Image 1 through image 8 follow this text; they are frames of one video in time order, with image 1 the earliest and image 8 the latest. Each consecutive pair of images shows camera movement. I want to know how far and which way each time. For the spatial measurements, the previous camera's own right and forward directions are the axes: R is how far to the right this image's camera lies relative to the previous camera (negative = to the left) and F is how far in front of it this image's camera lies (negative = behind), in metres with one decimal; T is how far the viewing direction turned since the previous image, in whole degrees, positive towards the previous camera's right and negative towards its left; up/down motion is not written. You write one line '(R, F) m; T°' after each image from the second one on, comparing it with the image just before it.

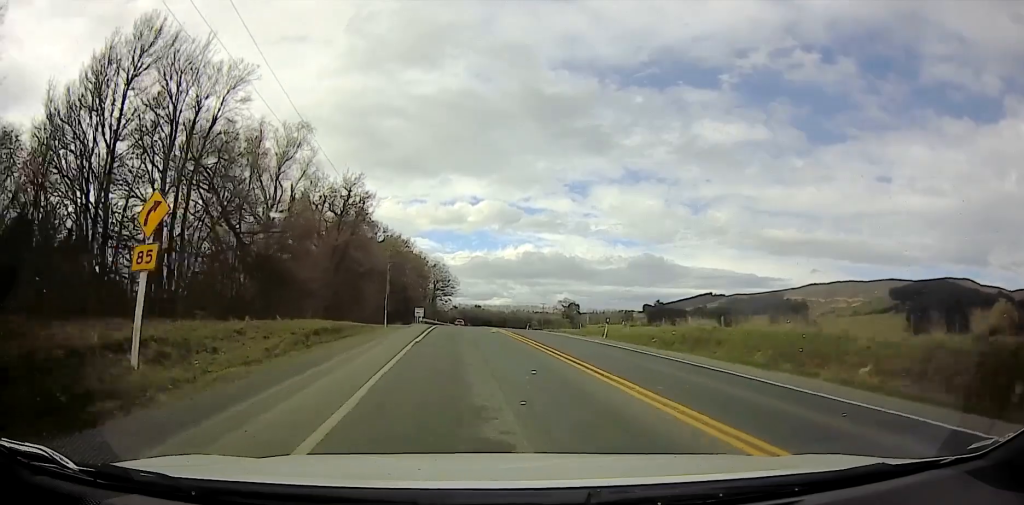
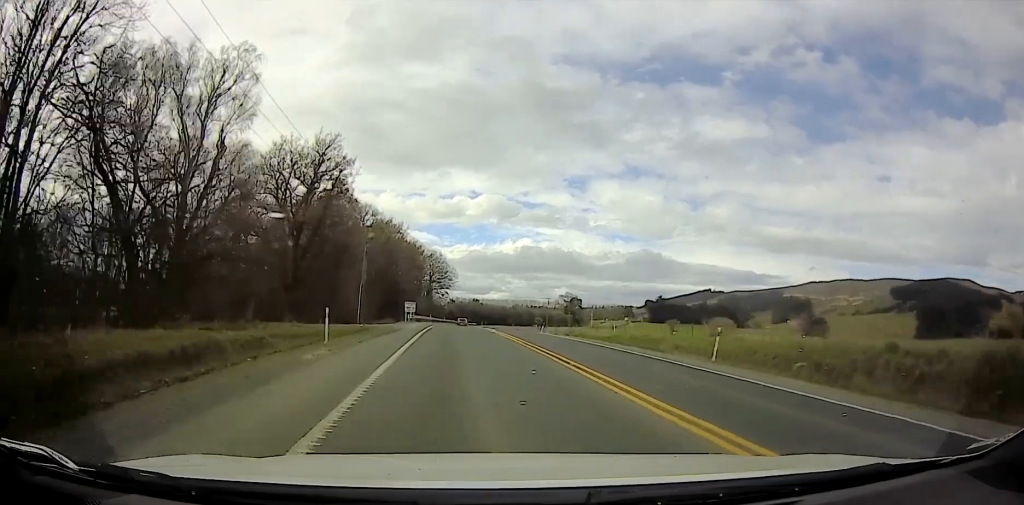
(+0.1, +21.8) m; 0°
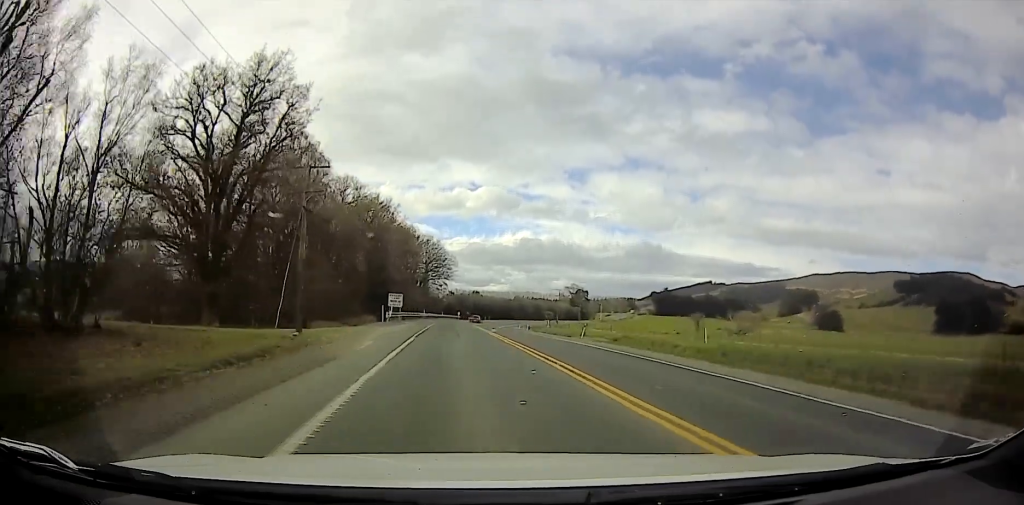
(0.0, +29.4) m; 0°
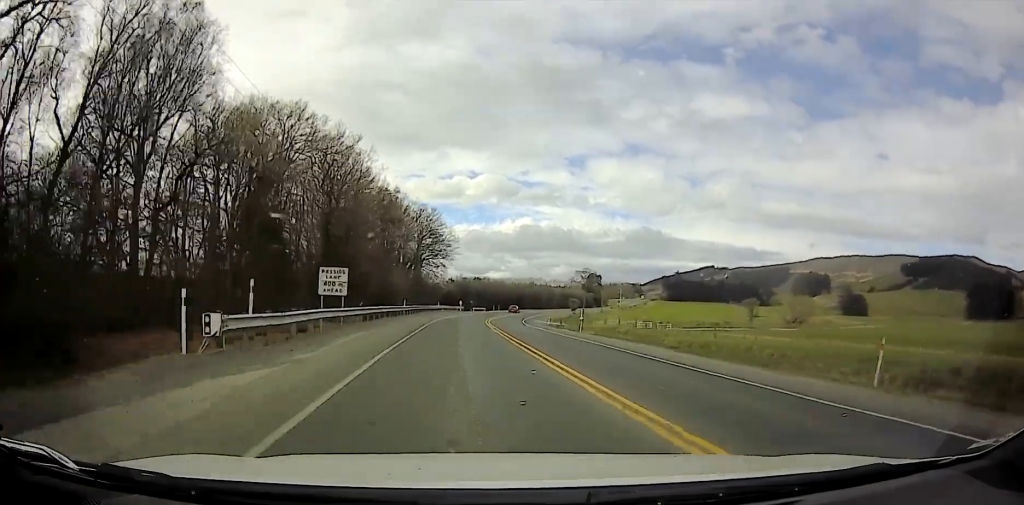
(-0.2, +43.1) m; -1°
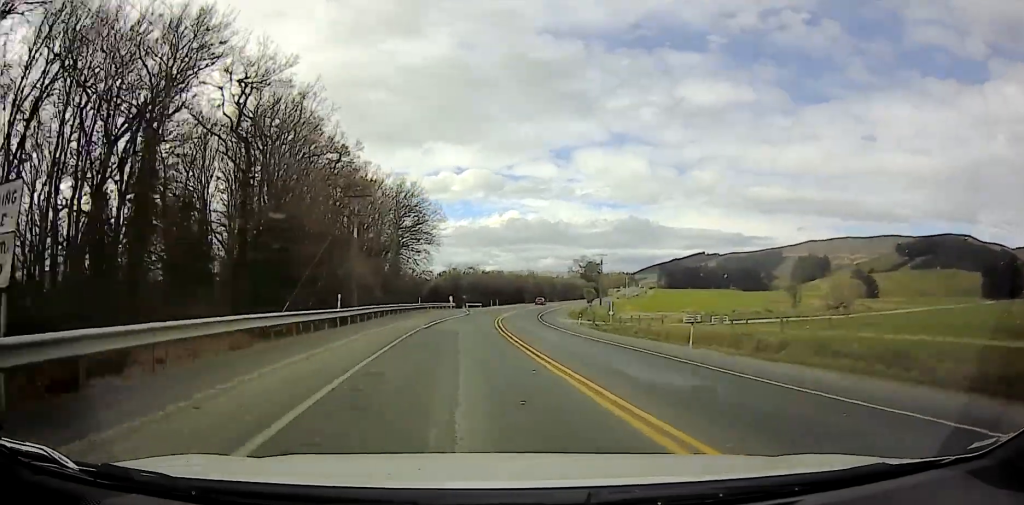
(-0.4, +26.6) m; 0°
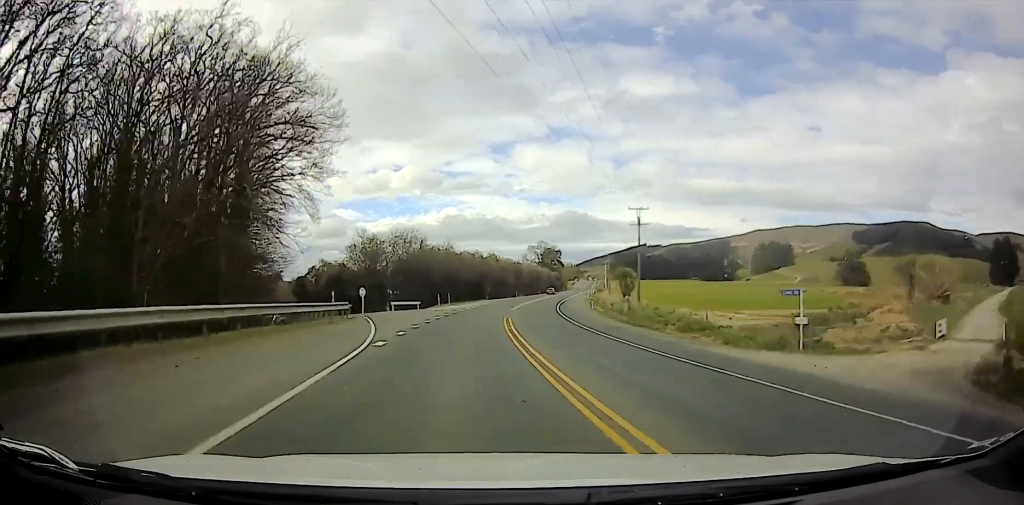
(+1.5, +41.0) m; +4°
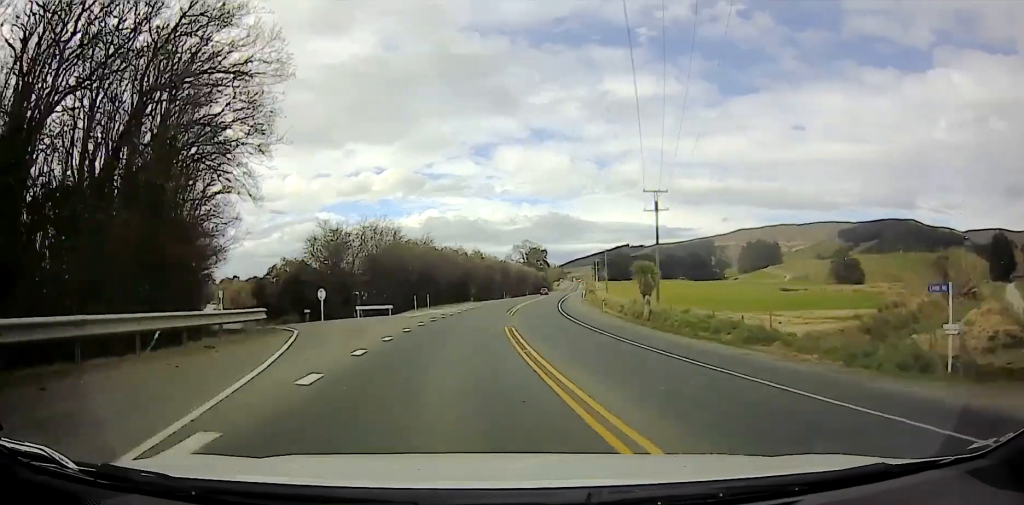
(0.0, +6.7) m; 0°
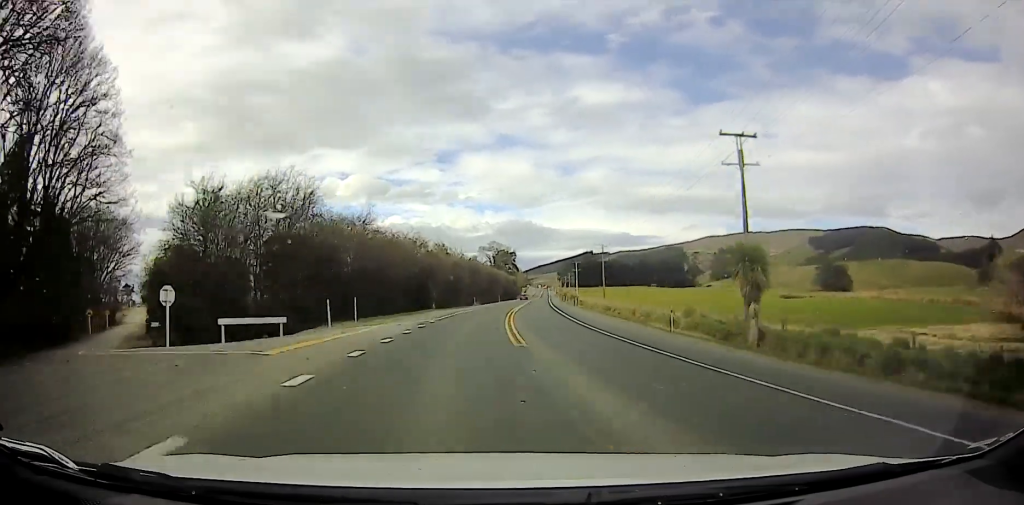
(+0.1, +12.7) m; -2°
